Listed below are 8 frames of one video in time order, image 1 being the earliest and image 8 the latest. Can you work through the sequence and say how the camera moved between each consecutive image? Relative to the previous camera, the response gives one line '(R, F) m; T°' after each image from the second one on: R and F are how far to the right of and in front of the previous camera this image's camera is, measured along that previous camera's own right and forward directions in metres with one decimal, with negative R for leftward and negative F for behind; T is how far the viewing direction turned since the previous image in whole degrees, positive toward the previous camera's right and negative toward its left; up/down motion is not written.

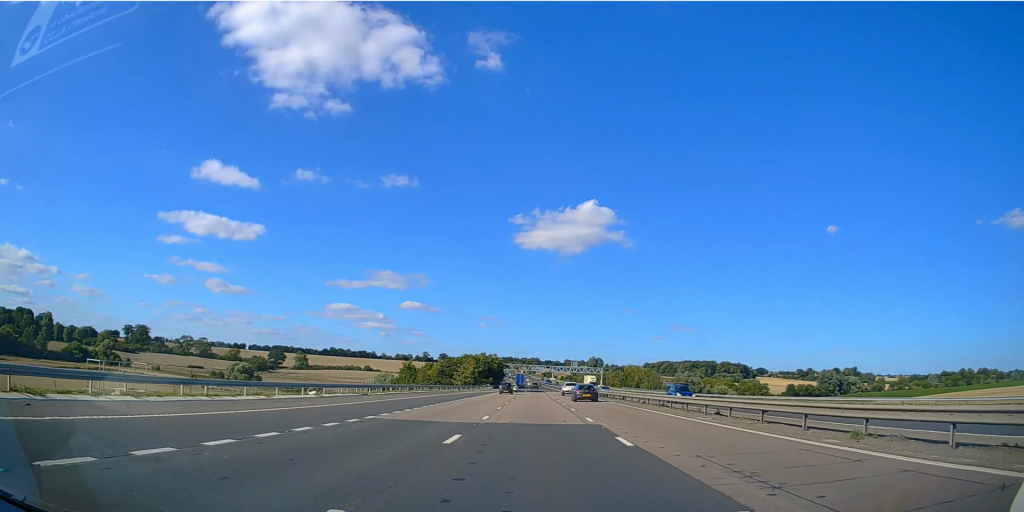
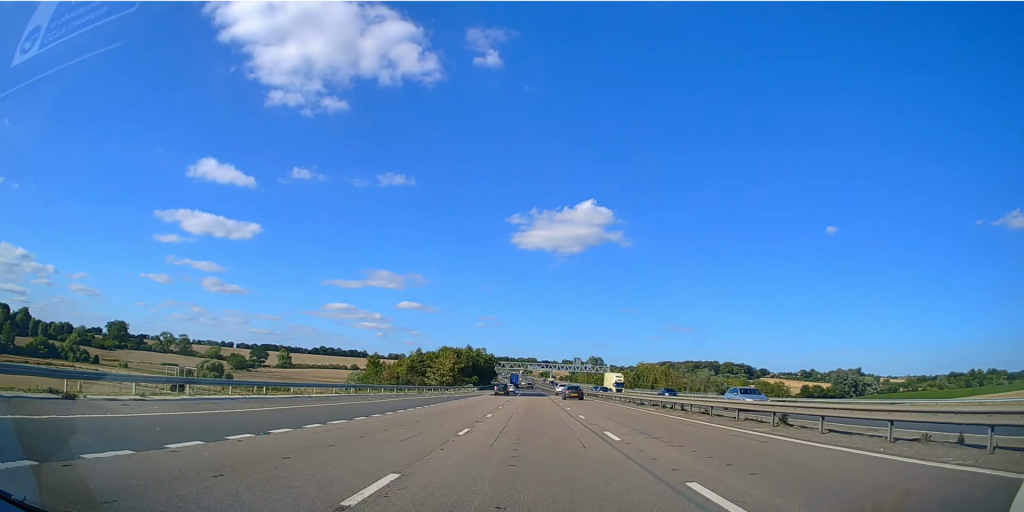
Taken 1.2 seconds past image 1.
(0.0, +33.4) m; 0°
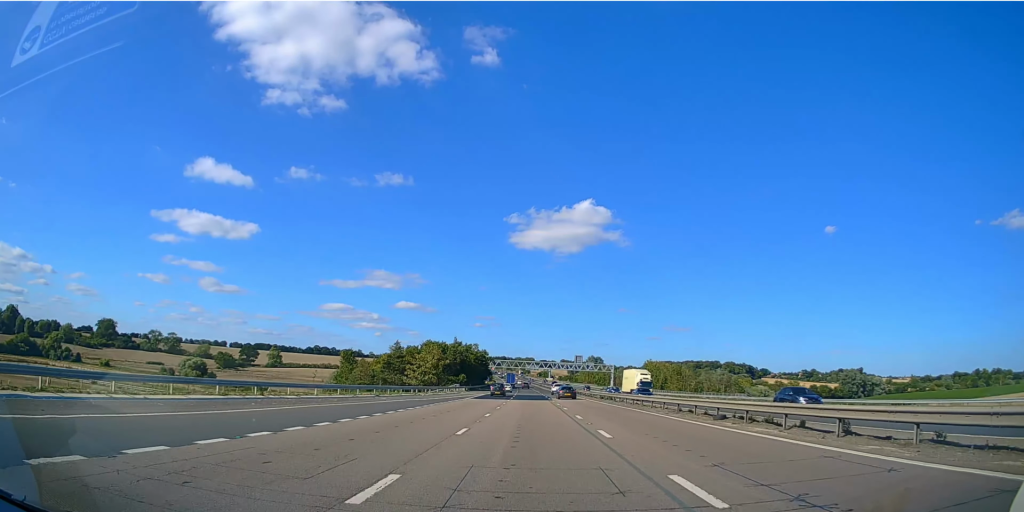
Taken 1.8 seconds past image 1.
(0.0, +17.2) m; 0°
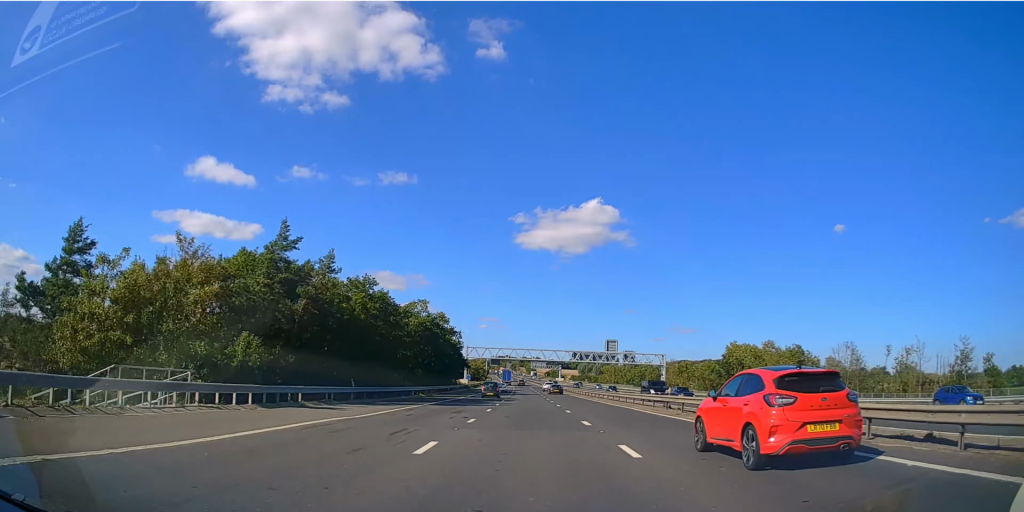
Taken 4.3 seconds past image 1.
(+0.1, +74.3) m; 0°
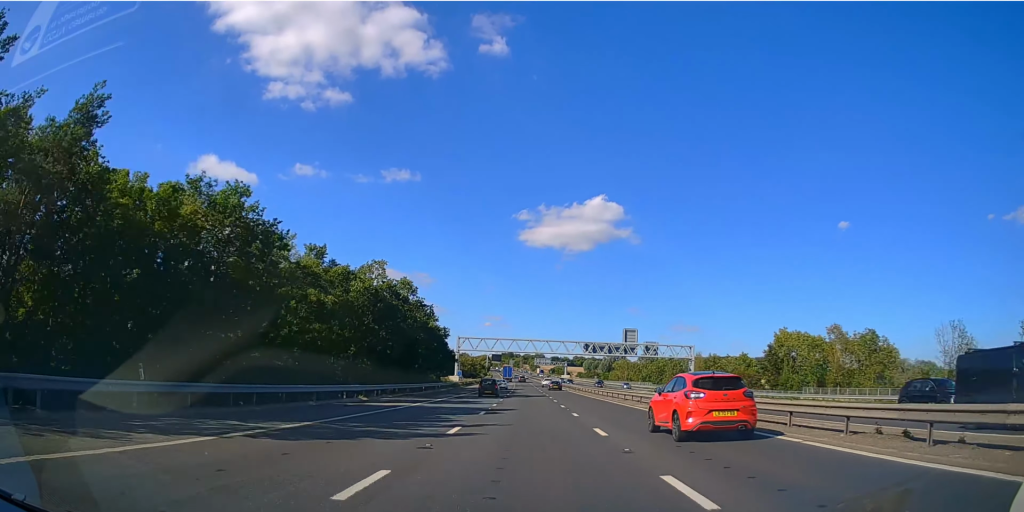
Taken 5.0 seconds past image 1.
(-0.1, +20.5) m; 0°
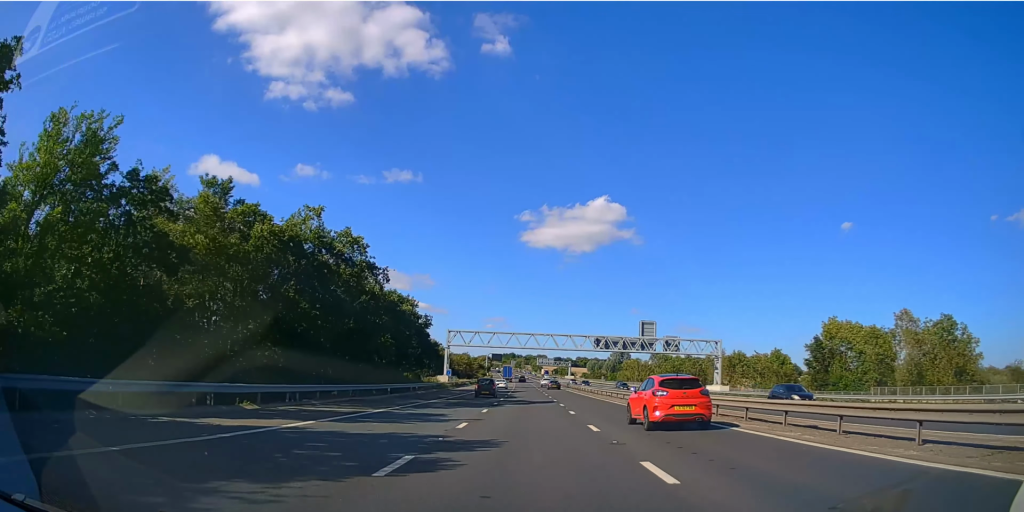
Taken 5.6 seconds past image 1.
(0.0, +15.7) m; 0°
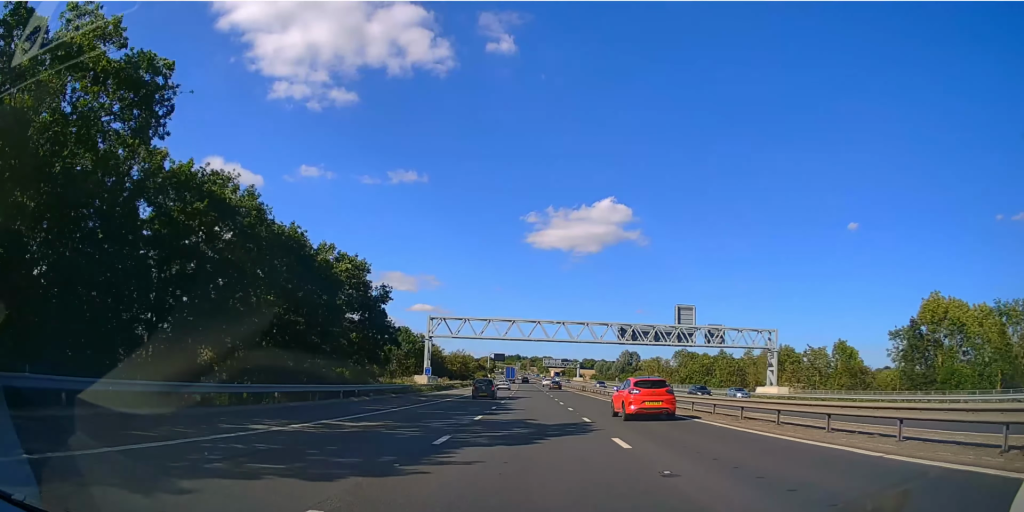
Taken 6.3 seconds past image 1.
(-0.1, +21.7) m; 0°
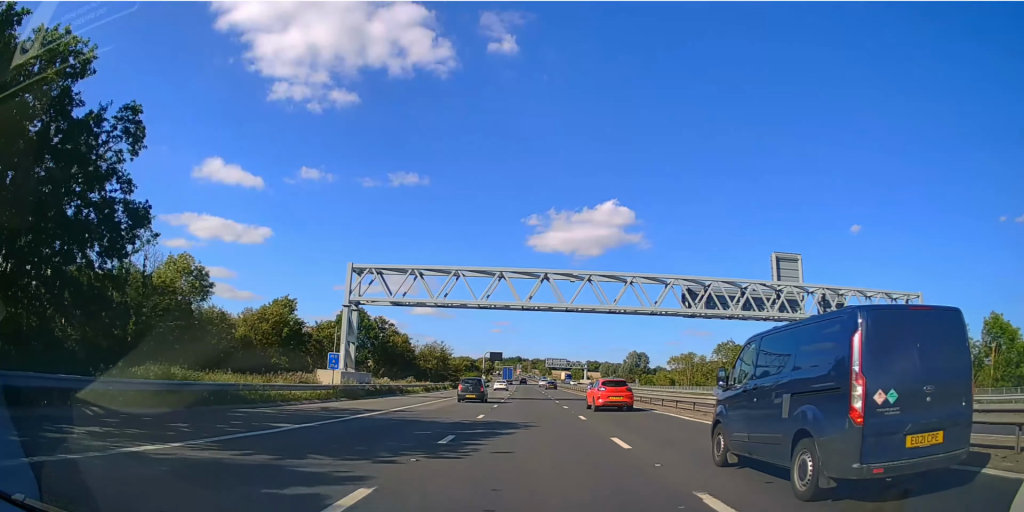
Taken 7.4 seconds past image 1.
(-0.1, +32.6) m; -1°
